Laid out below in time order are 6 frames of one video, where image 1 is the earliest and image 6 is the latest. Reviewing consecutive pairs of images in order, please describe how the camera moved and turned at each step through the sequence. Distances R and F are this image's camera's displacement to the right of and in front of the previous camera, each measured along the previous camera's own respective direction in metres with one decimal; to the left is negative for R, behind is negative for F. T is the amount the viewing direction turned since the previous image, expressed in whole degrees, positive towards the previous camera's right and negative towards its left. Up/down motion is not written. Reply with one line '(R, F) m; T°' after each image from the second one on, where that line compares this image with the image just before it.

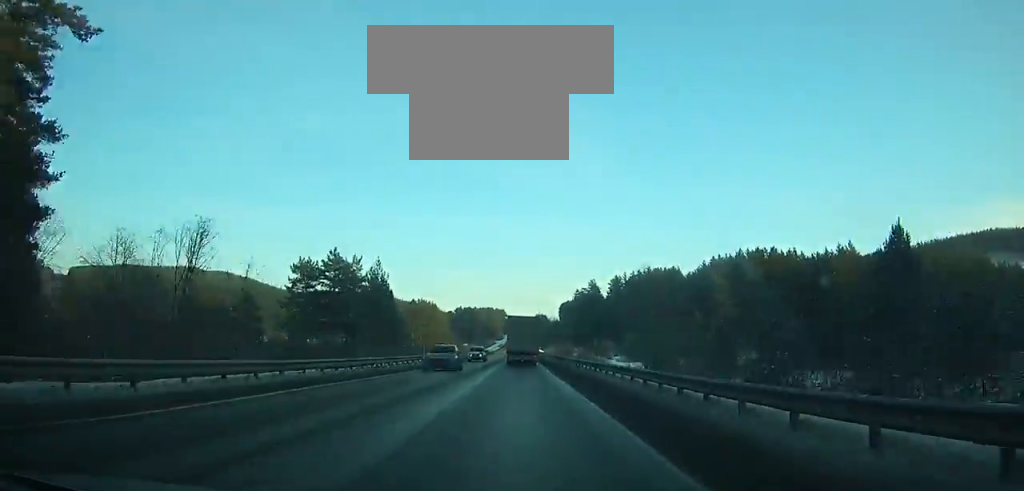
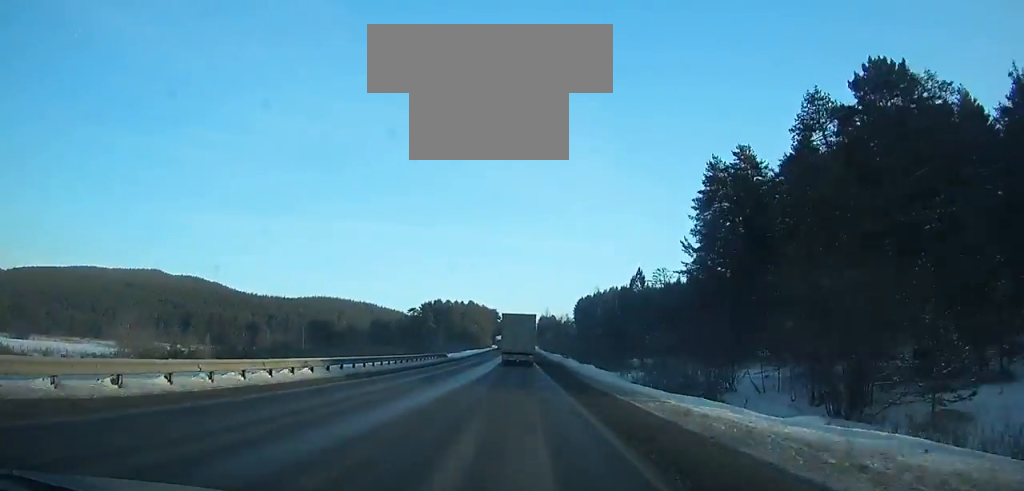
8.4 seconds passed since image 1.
(+0.2, +169.7) m; 0°
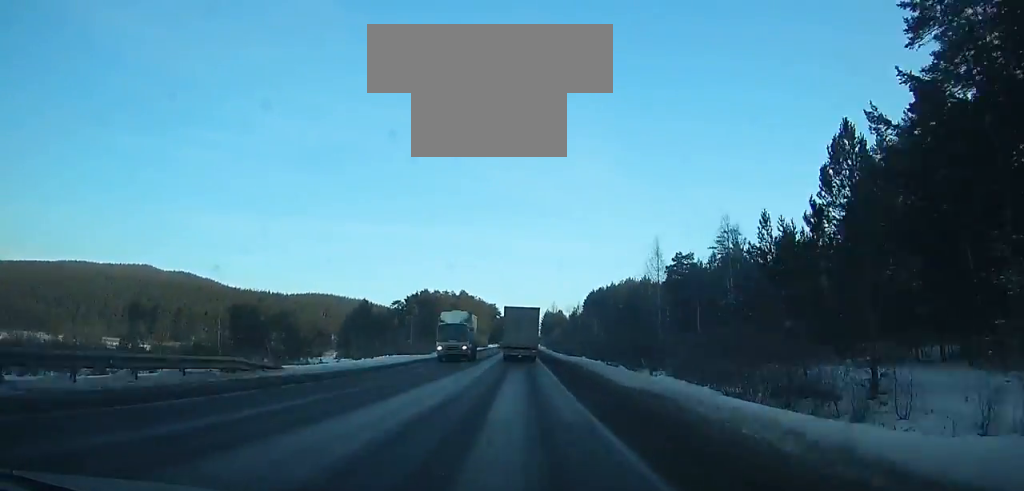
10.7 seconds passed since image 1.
(0.0, +46.3) m; 0°
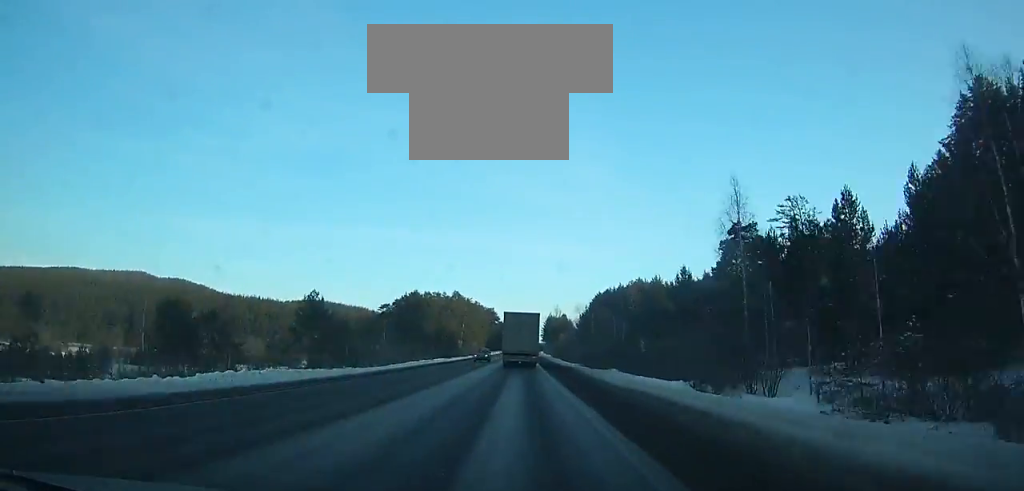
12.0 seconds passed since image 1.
(0.0, +25.7) m; 0°
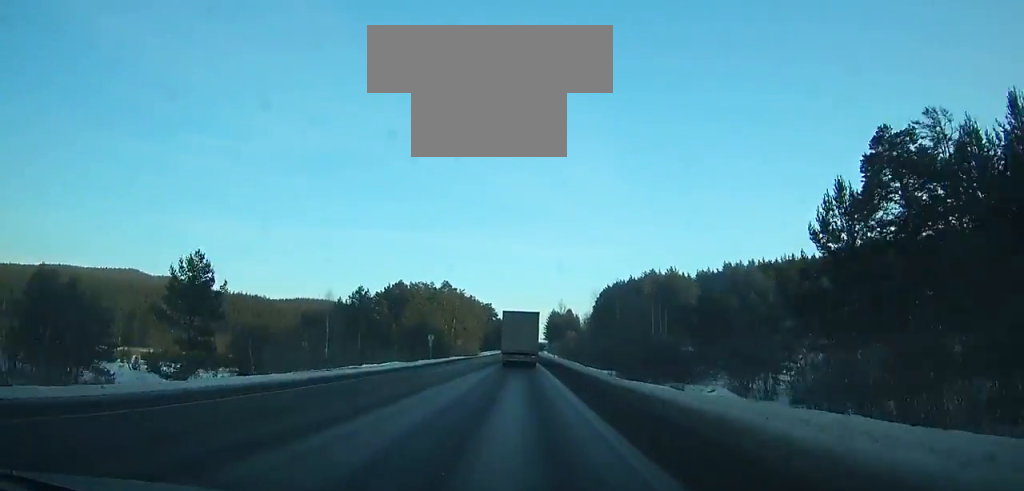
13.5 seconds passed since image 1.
(0.0, +29.6) m; 0°
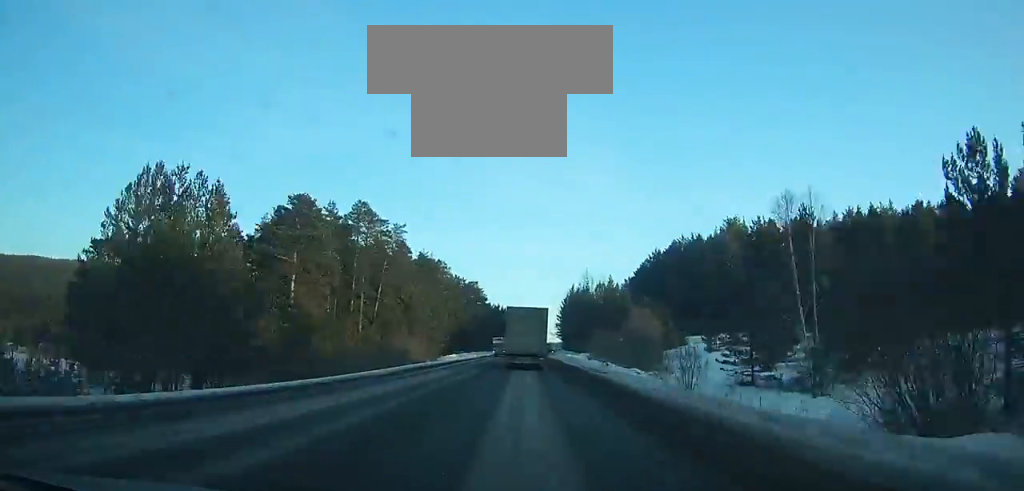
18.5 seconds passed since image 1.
(0.0, +95.1) m; +1°
